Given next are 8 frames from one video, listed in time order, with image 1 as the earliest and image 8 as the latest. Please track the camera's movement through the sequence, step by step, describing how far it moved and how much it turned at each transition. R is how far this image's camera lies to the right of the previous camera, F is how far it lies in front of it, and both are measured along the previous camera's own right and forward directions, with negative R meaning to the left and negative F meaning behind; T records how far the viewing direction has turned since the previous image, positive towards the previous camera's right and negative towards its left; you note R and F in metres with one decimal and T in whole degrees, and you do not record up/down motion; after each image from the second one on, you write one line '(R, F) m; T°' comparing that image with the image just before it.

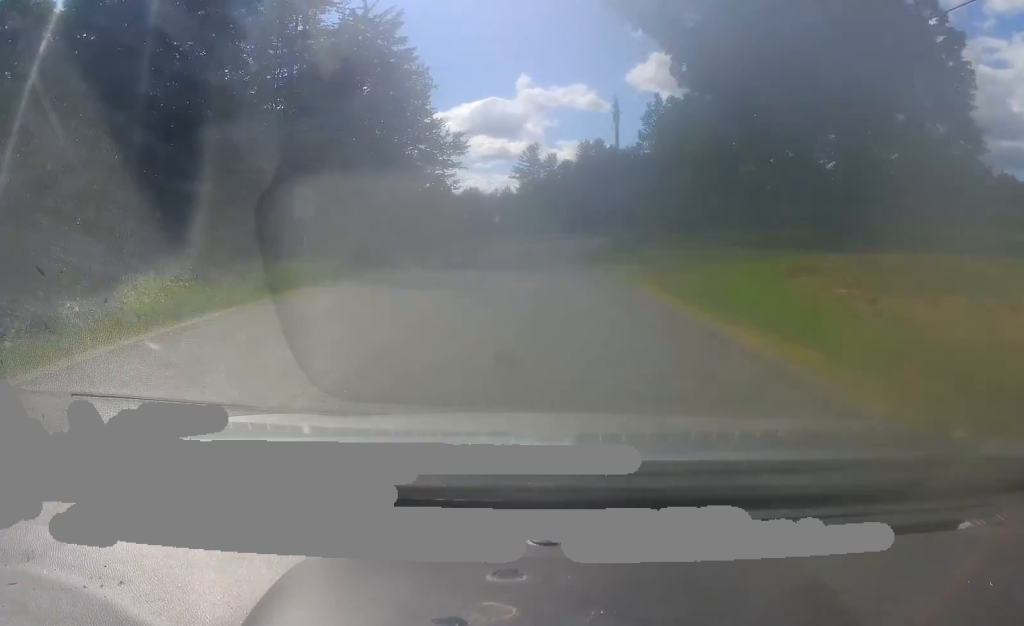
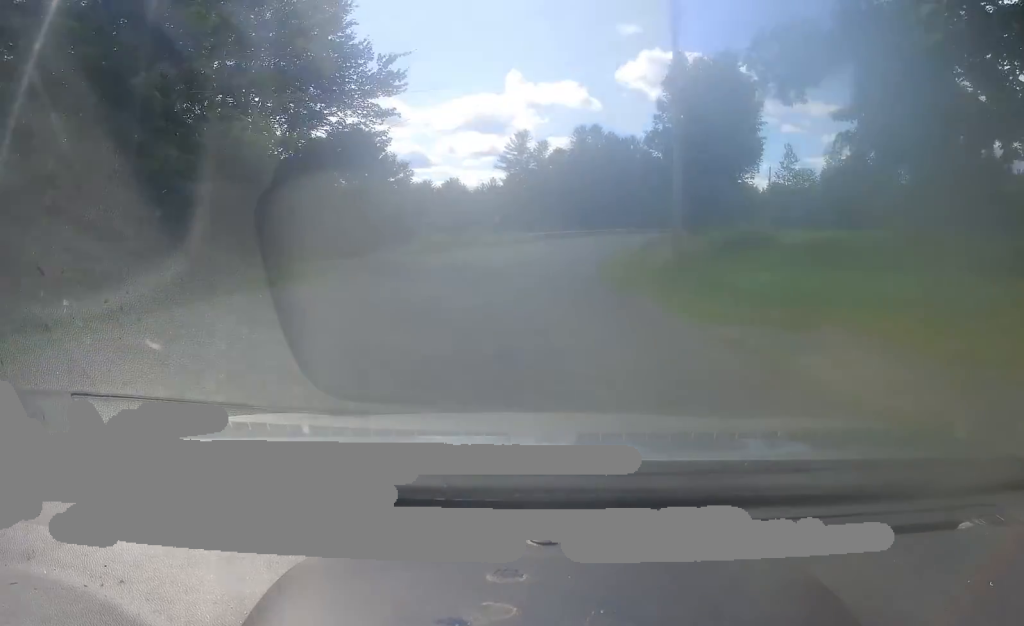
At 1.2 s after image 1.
(-0.1, +22.5) m; +2°
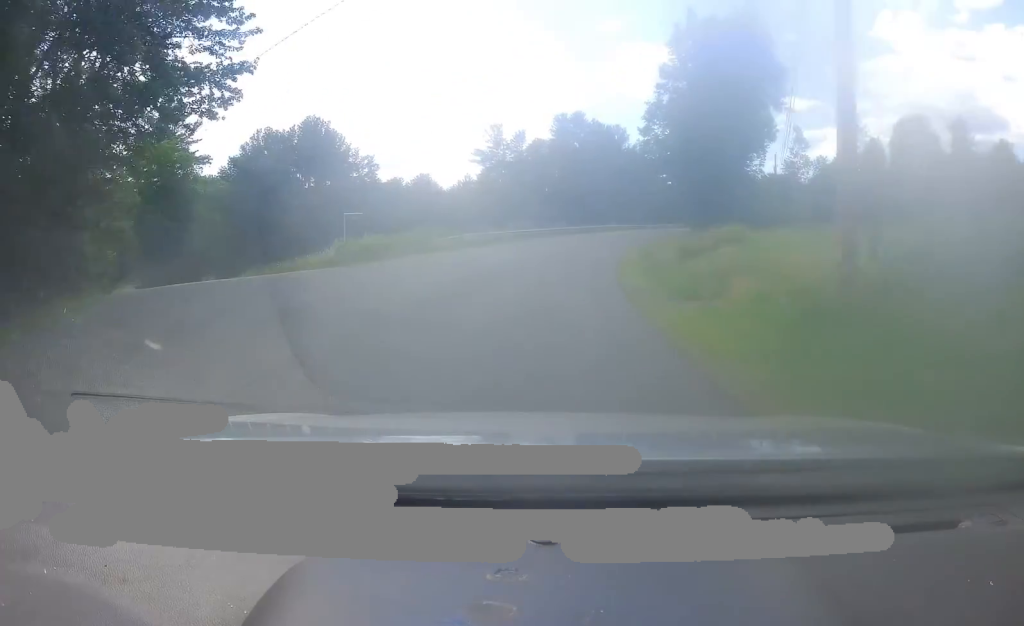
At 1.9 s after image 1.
(+0.2, +14.0) m; +3°
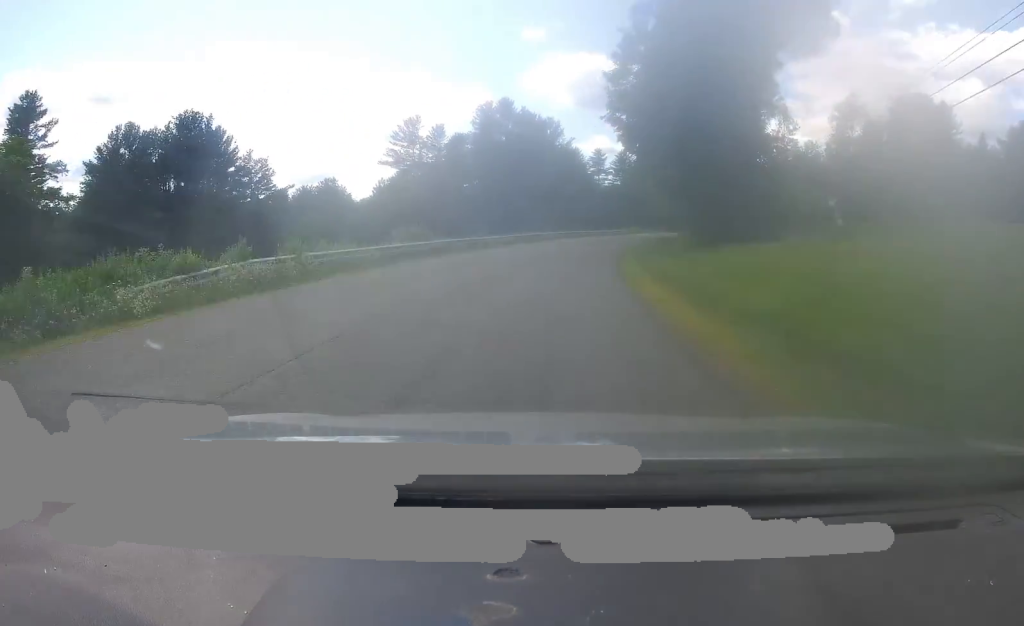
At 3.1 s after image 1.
(+1.0, +23.2) m; +4°
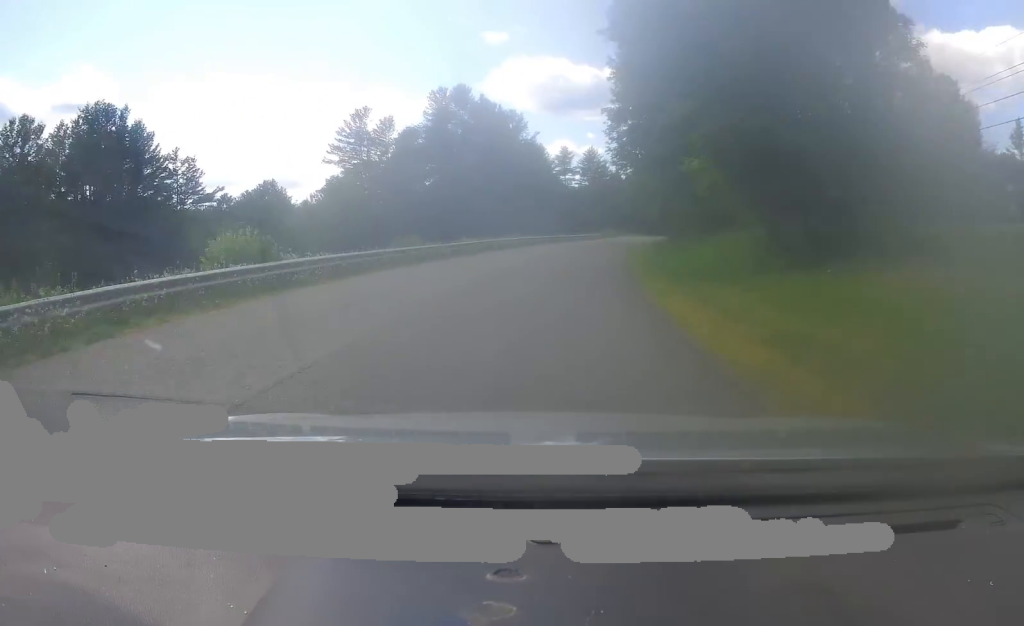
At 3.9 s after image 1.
(+0.3, +15.8) m; +3°
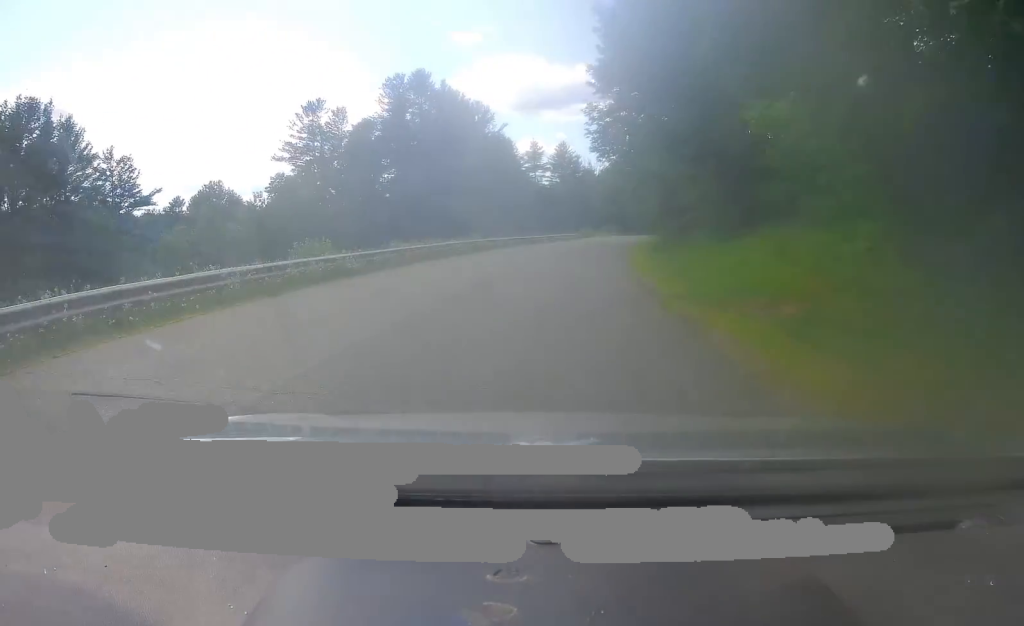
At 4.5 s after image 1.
(+0.3, +11.4) m; +2°
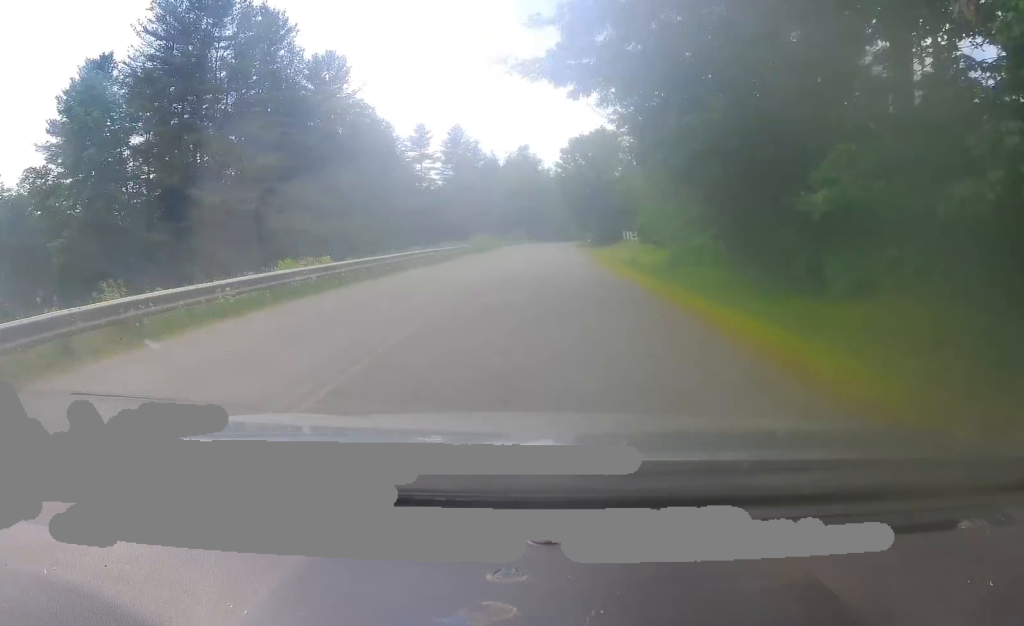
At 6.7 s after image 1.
(+3.2, +44.6) m; +8°
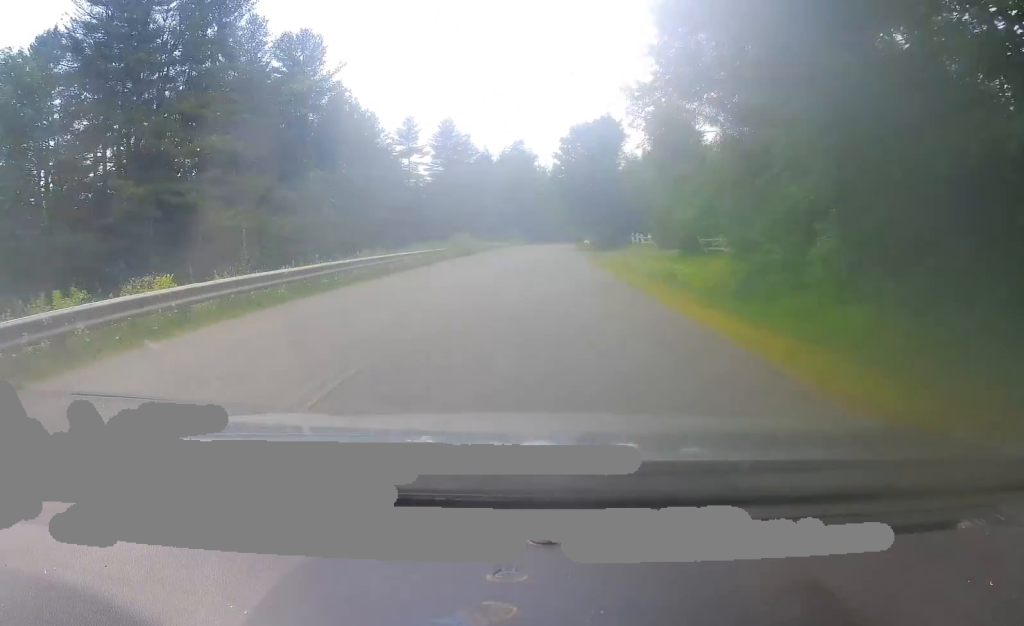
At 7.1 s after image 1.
(+0.1, +8.9) m; 0°
